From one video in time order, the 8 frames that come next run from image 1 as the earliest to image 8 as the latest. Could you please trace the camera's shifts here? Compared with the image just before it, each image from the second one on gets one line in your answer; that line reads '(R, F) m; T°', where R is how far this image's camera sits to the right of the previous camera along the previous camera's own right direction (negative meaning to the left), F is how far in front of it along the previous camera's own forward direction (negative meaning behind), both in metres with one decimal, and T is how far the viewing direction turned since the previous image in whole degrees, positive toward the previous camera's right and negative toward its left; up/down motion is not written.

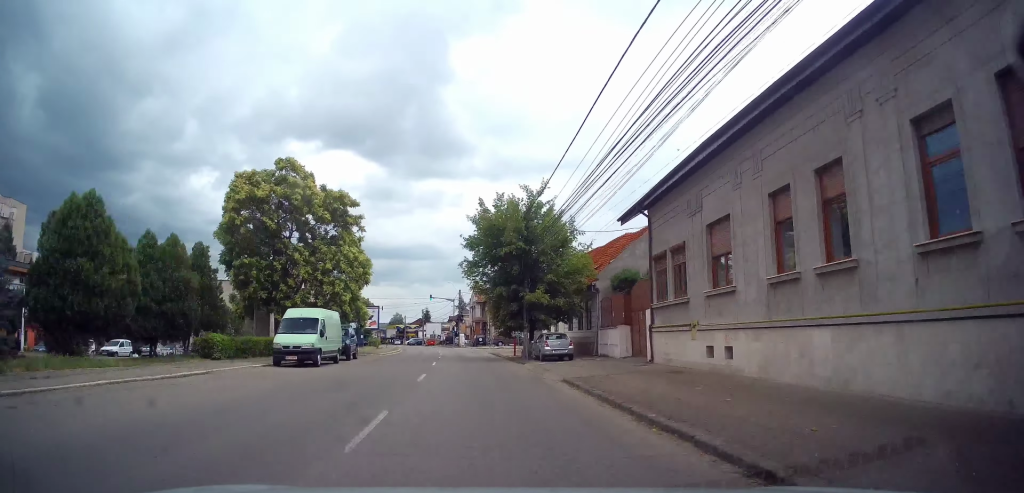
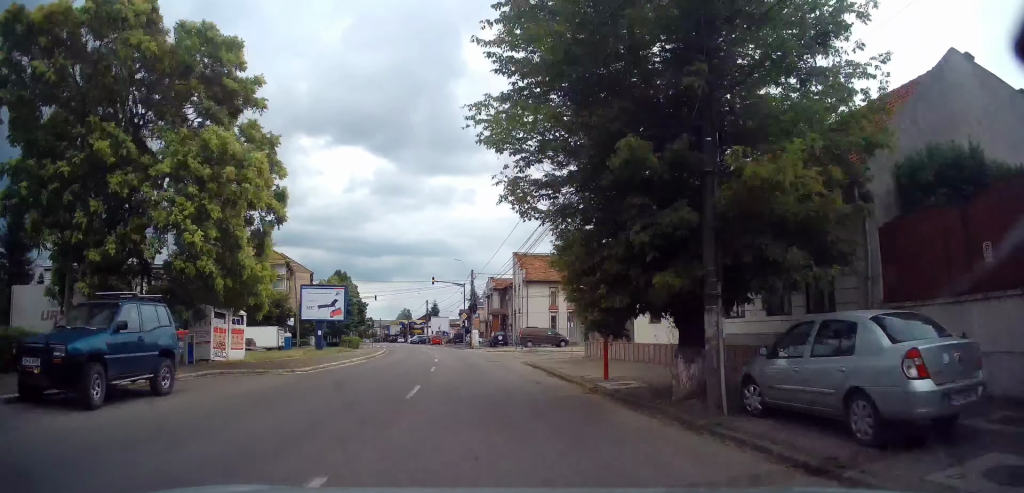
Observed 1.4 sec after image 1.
(-0.4, +21.5) m; -1°
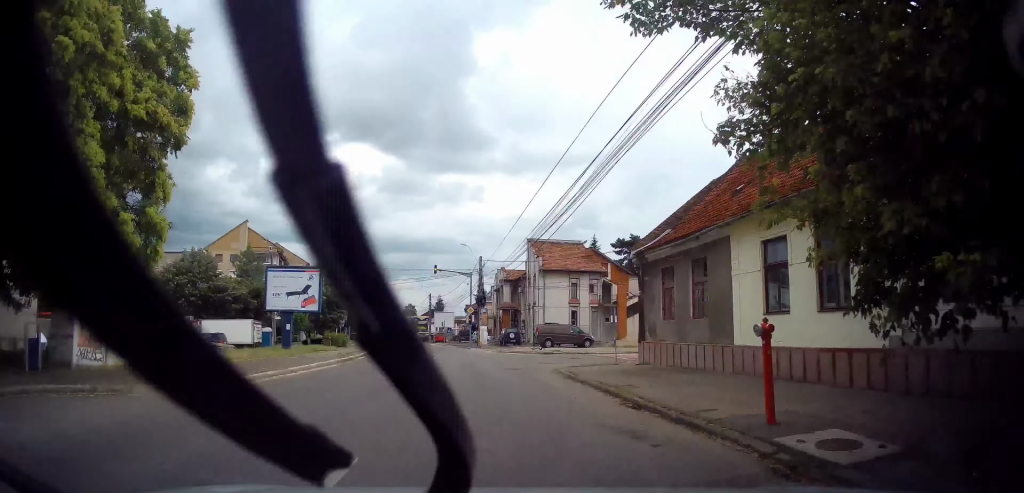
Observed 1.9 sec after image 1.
(0.0, +8.2) m; 0°
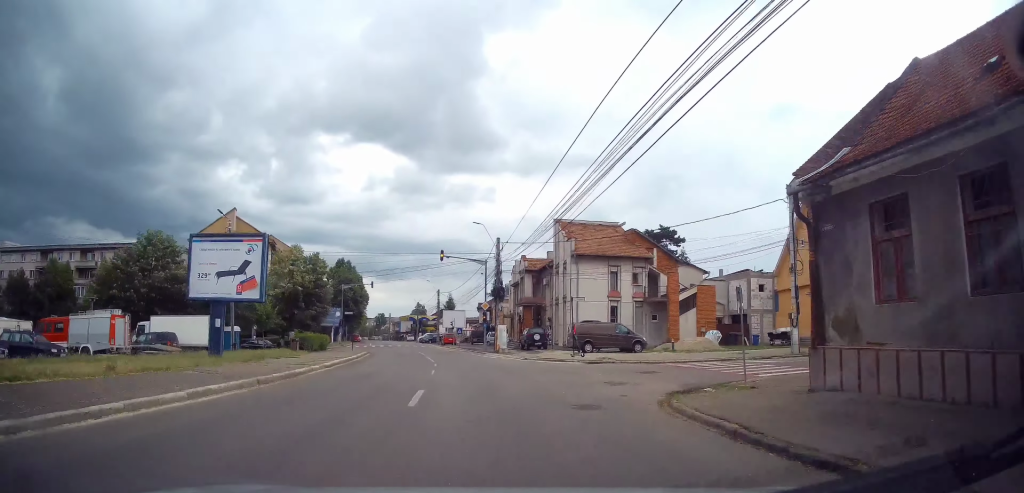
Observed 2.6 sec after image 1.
(0.0, +10.1) m; -1°
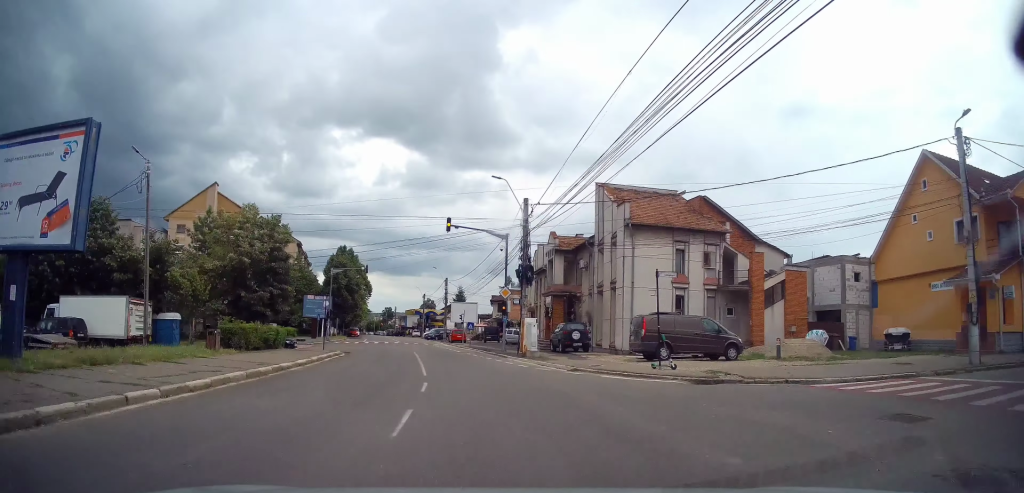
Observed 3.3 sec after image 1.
(0.0, +10.8) m; -2°
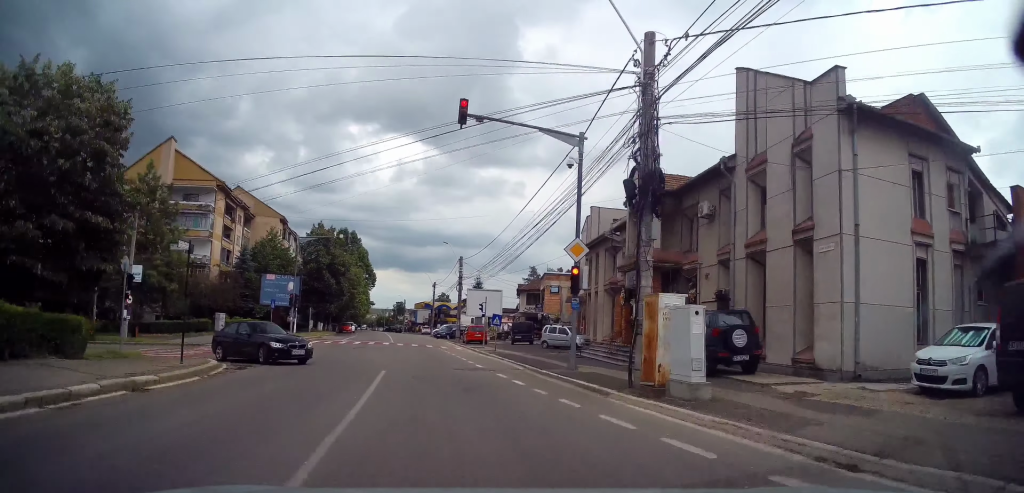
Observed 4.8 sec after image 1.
(-0.8, +18.4) m; -3°
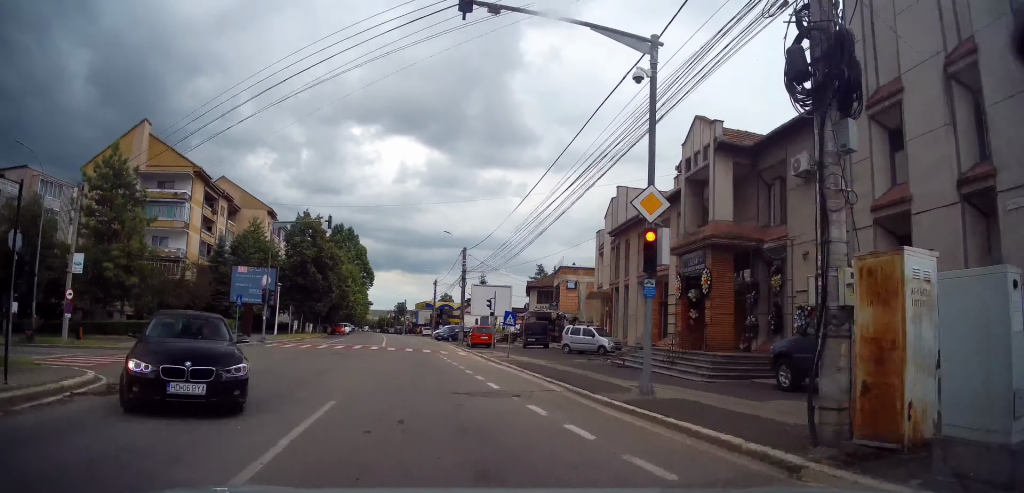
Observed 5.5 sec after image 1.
(0.0, +7.6) m; 0°
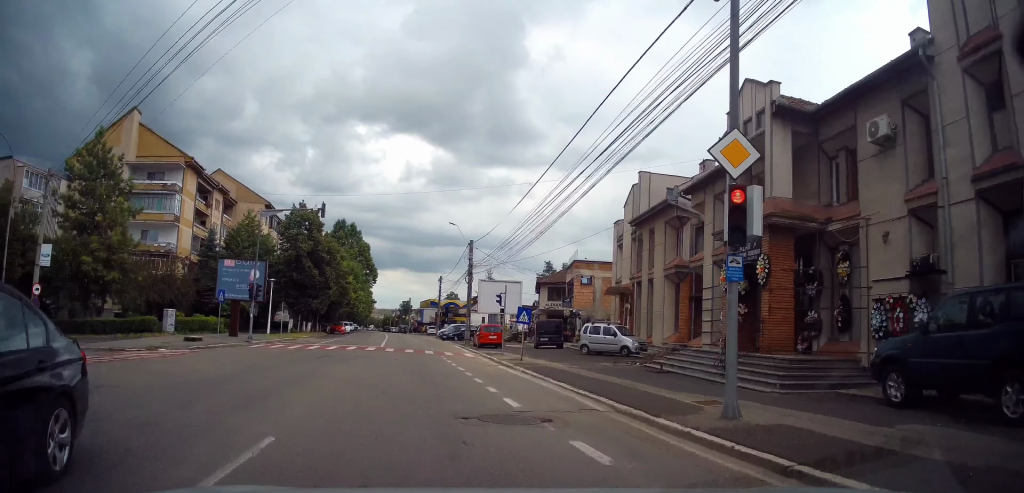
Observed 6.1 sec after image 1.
(+0.1, +4.8) m; 0°
